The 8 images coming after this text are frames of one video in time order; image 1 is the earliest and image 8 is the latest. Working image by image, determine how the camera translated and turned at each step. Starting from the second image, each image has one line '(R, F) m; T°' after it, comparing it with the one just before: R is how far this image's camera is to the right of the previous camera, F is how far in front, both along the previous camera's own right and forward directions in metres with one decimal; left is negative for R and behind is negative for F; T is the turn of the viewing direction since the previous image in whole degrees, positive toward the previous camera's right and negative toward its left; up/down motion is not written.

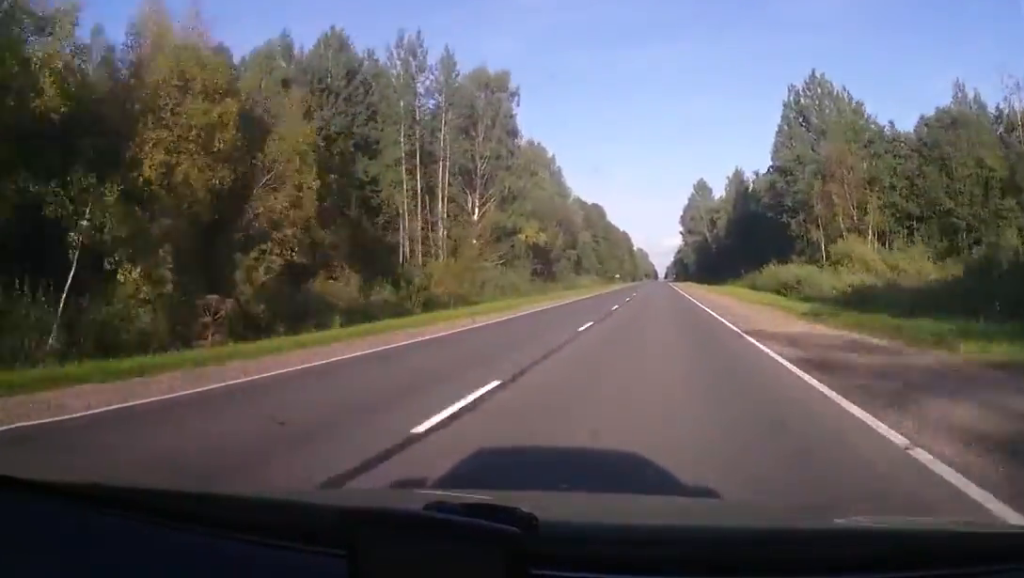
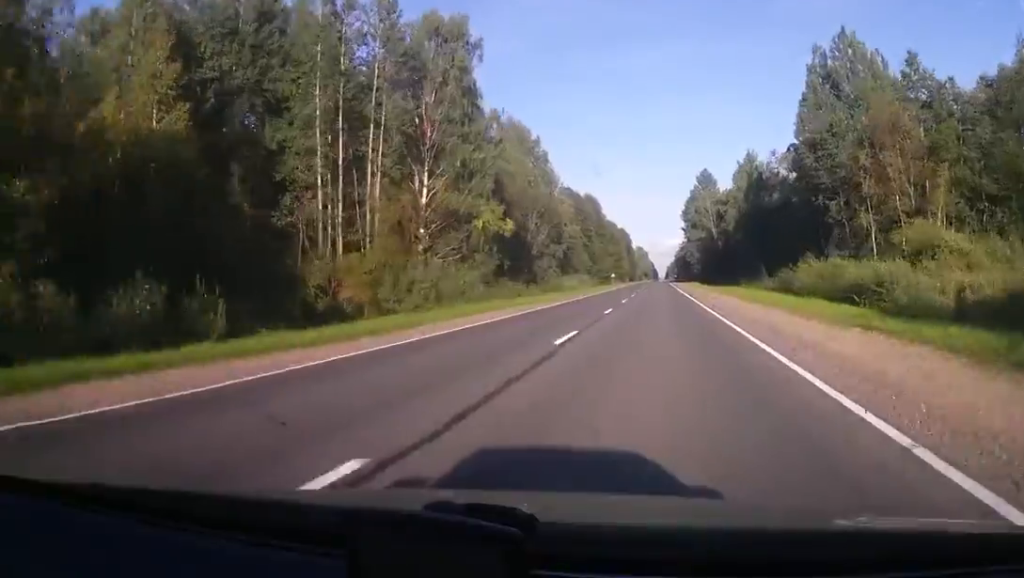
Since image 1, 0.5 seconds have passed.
(0.0, +16.4) m; 0°
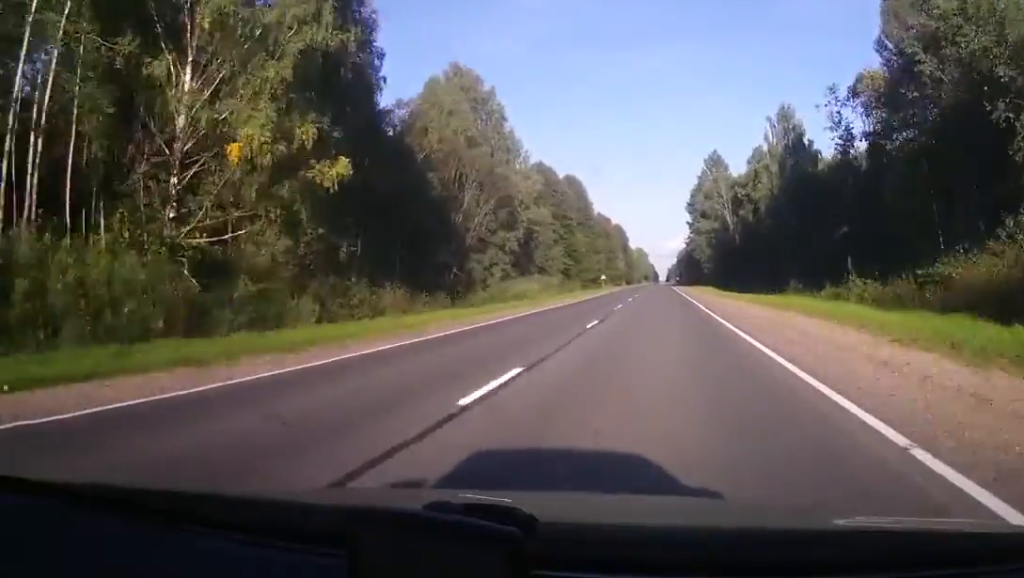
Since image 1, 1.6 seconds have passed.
(0.0, +31.6) m; 0°
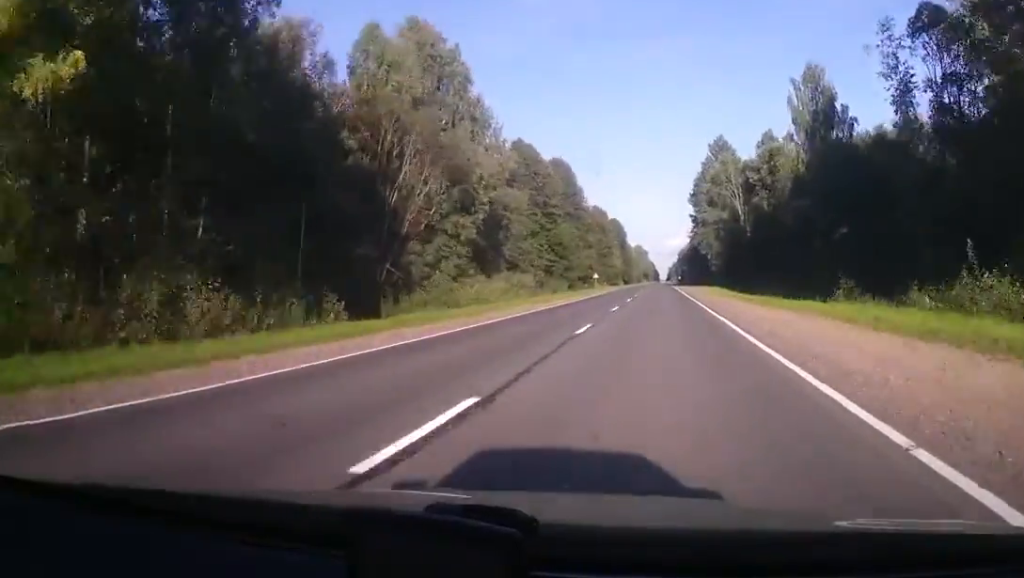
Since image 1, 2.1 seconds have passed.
(+0.1, +15.2) m; 0°
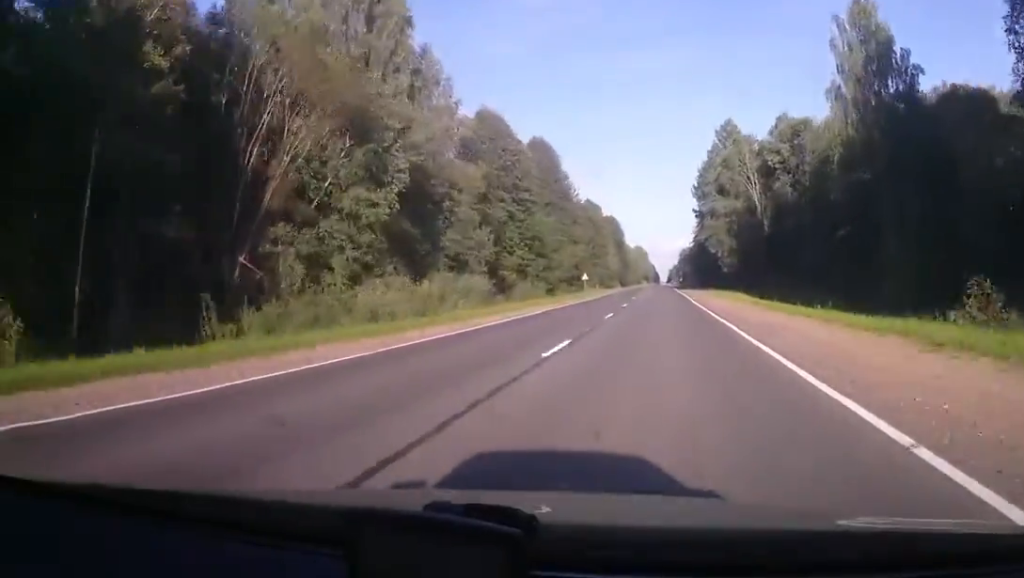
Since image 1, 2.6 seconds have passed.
(-0.1, +17.0) m; 0°
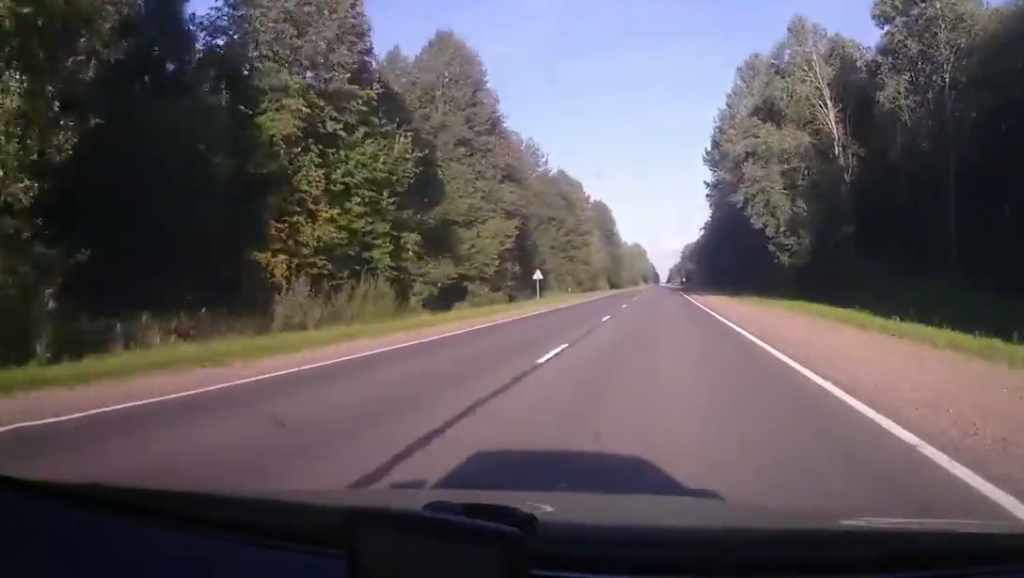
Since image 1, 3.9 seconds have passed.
(-0.2, +38.6) m; 0°
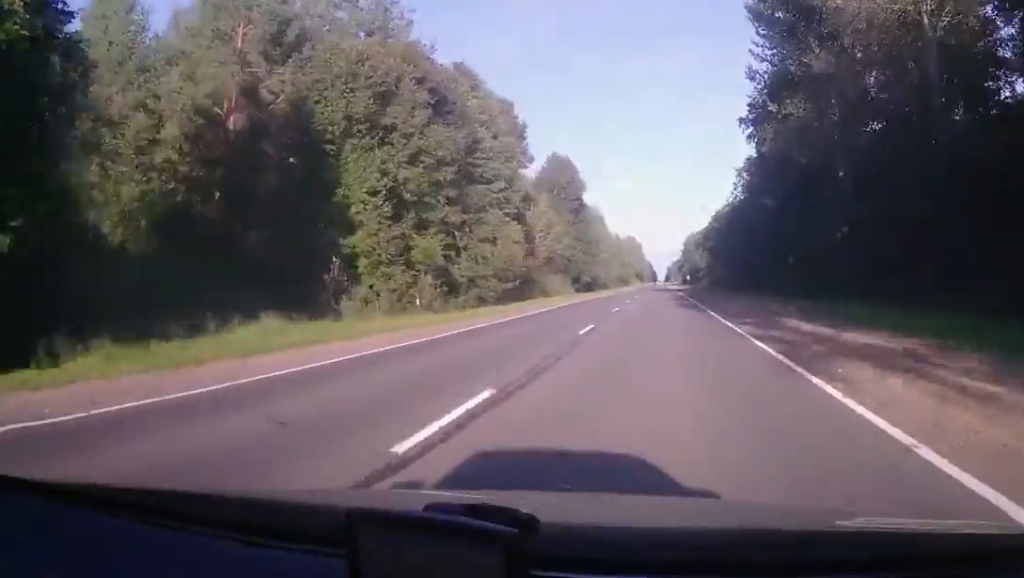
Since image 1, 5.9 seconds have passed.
(+0.2, +56.1) m; 0°
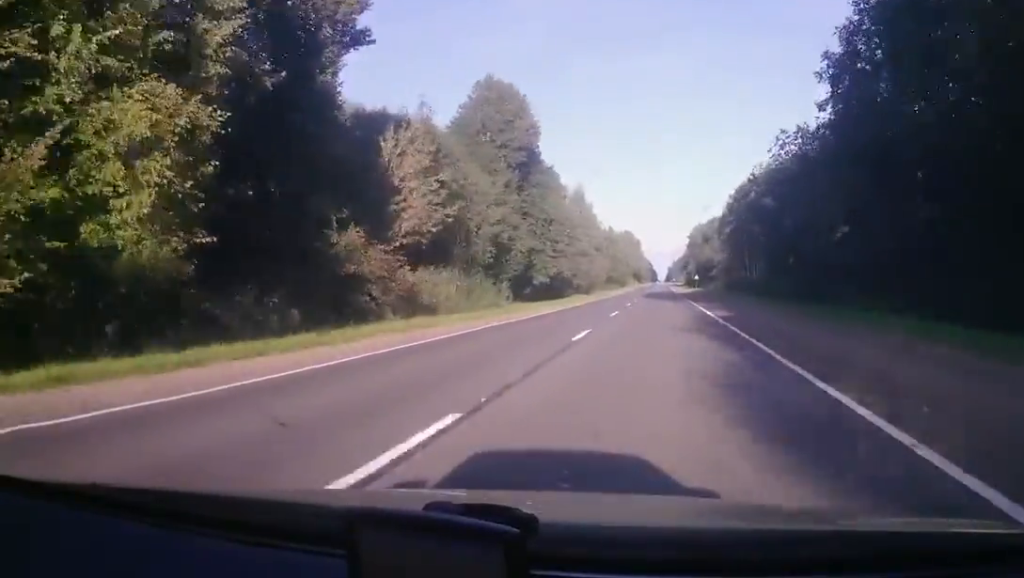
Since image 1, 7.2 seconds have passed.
(0.0, +36.6) m; 0°
